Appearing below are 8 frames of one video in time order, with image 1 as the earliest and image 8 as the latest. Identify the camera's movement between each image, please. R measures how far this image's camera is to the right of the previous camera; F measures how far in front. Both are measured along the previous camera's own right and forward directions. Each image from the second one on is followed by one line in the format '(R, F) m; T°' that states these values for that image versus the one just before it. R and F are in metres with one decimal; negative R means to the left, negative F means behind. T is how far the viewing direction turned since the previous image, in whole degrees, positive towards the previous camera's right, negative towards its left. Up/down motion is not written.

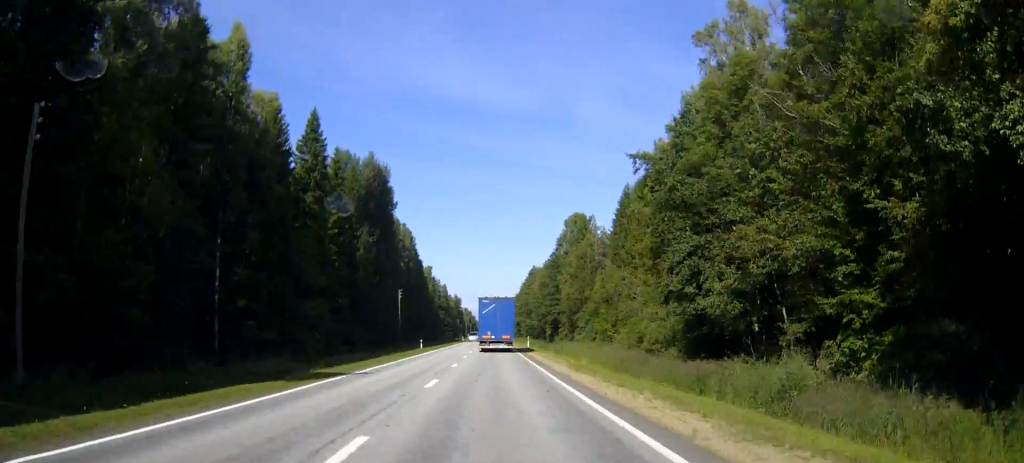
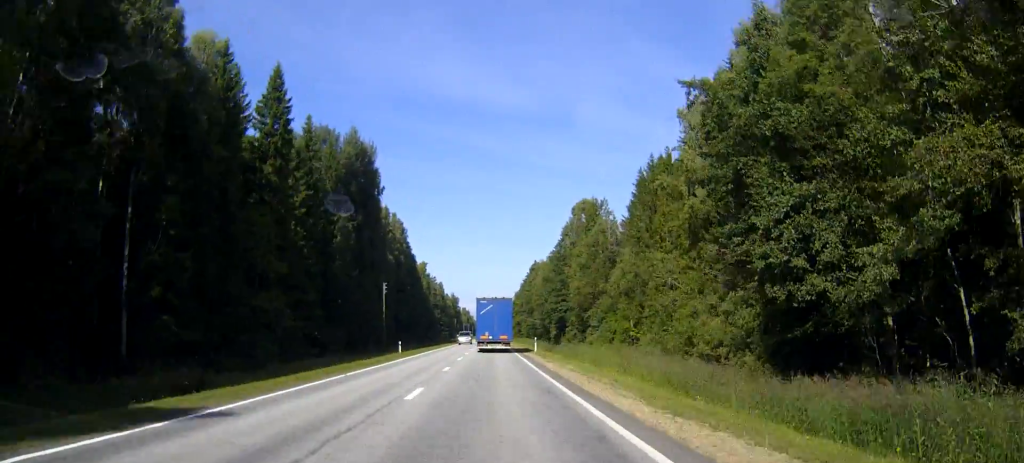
(0.0, +15.1) m; 0°
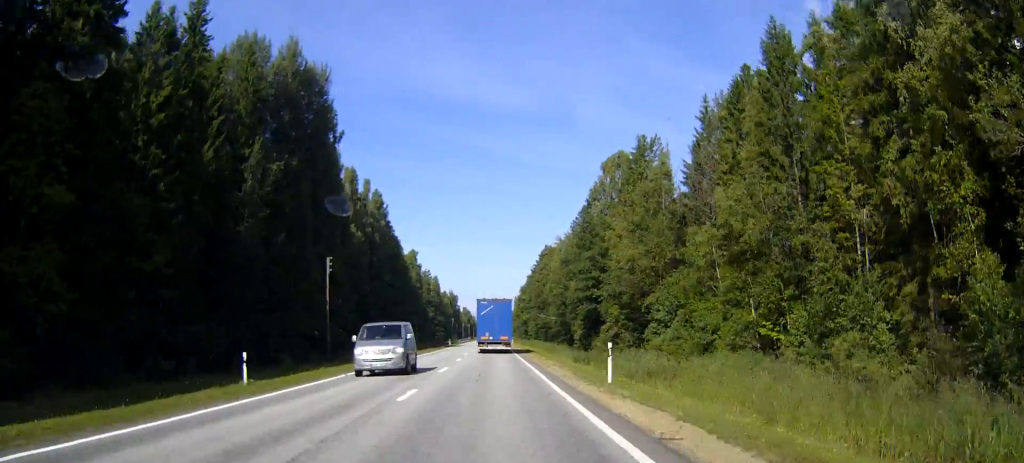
(-0.1, +35.9) m; 0°
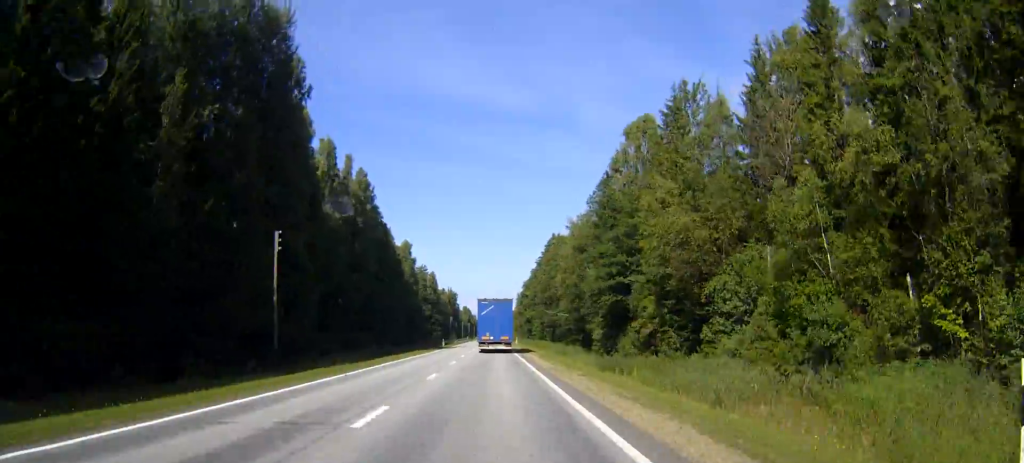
(0.0, +16.8) m; 0°
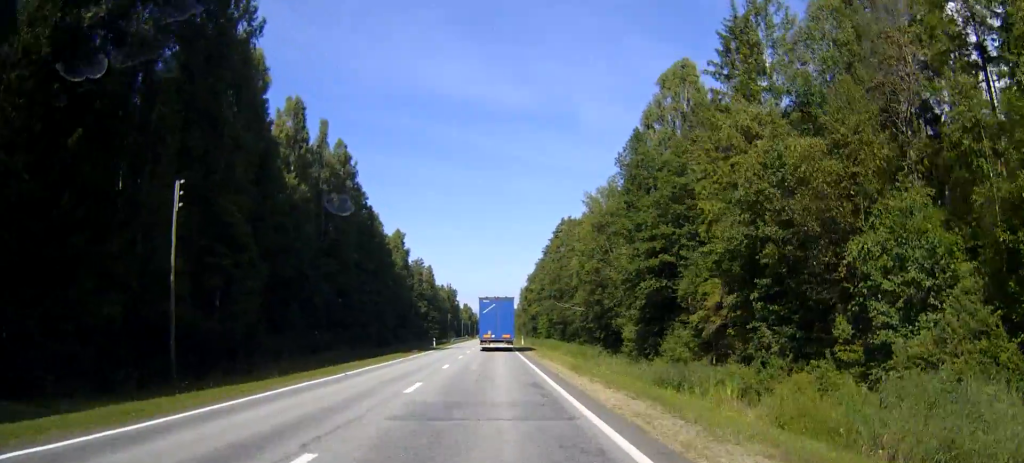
(+0.1, +17.6) m; 0°
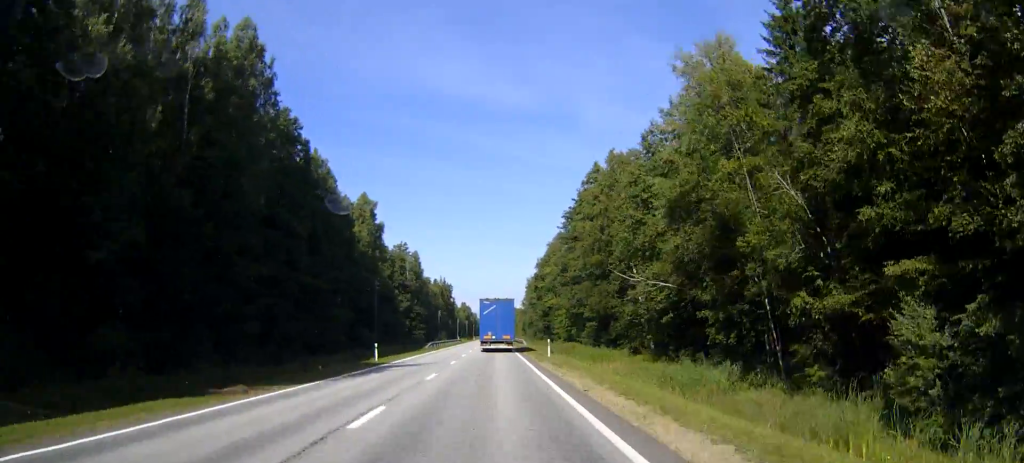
(-0.2, +42.4) m; 0°
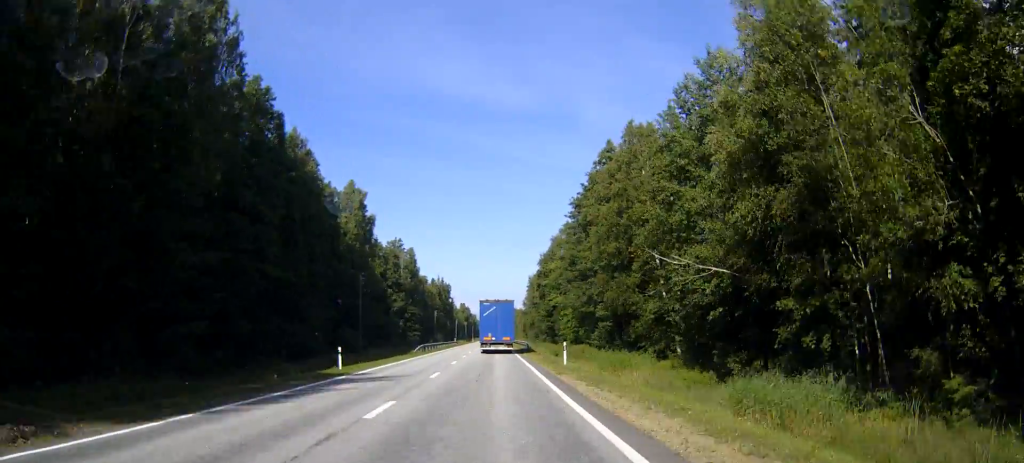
(0.0, +10.4) m; 0°
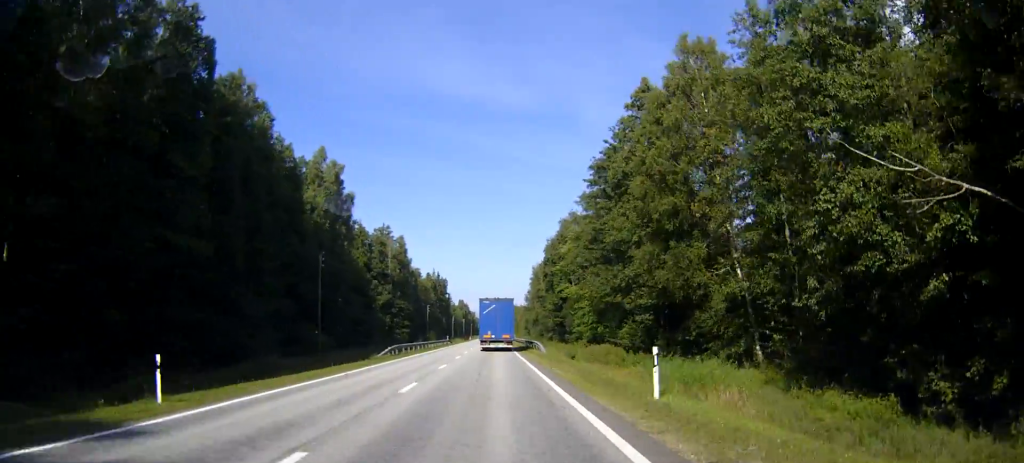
(0.0, +19.1) m; 0°
